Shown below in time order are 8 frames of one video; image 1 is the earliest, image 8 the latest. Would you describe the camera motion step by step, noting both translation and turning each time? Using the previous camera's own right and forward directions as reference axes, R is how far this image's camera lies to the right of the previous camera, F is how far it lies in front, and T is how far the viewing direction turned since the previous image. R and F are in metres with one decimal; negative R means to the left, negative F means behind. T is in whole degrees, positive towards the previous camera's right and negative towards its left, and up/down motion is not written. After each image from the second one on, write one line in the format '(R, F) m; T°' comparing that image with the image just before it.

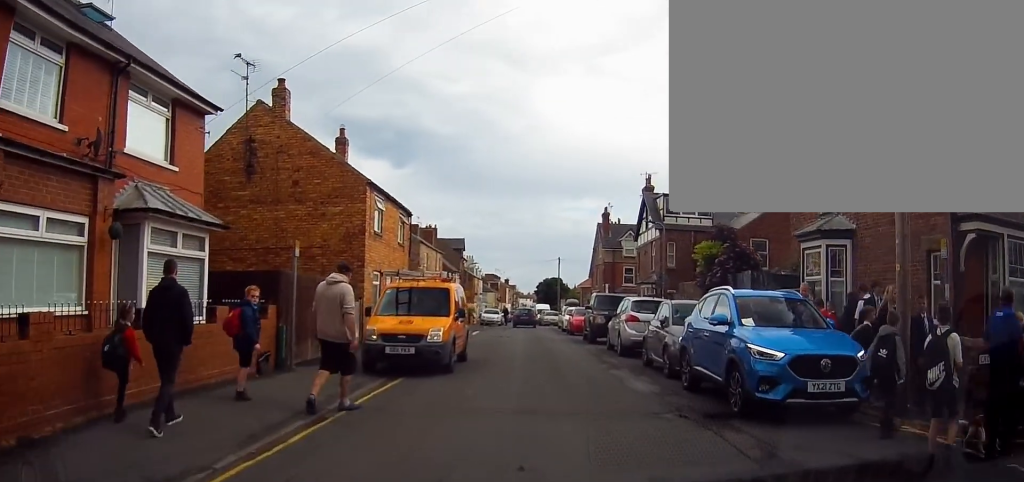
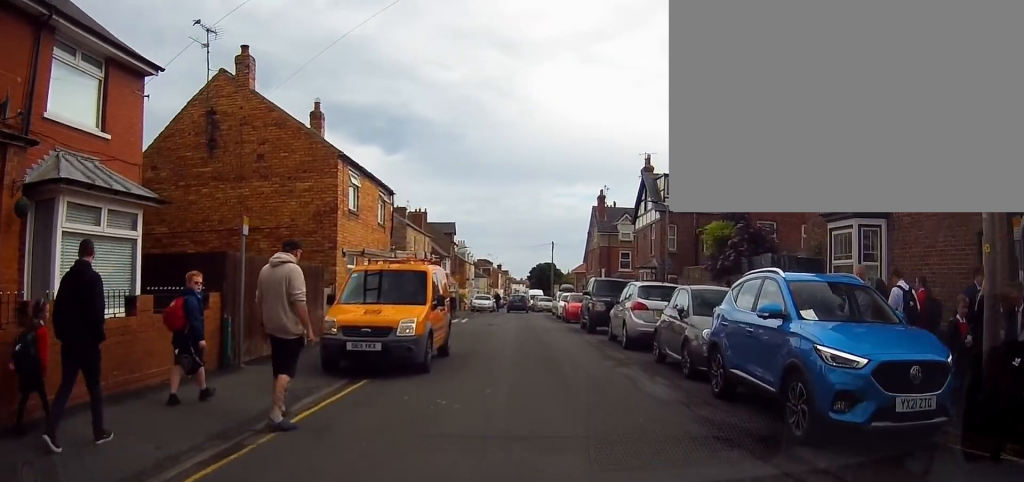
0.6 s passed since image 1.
(-0.3, +1.9) m; -1°
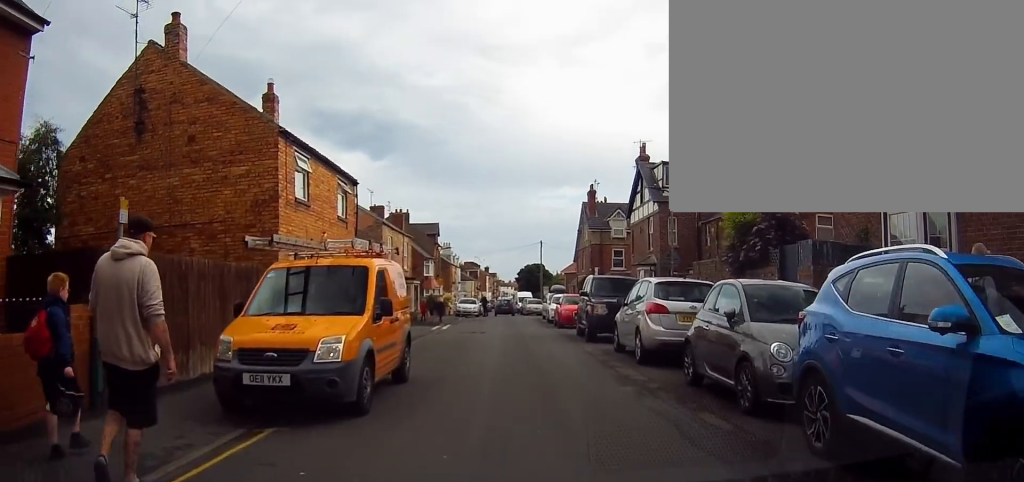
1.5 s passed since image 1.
(+0.1, +3.1) m; +4°
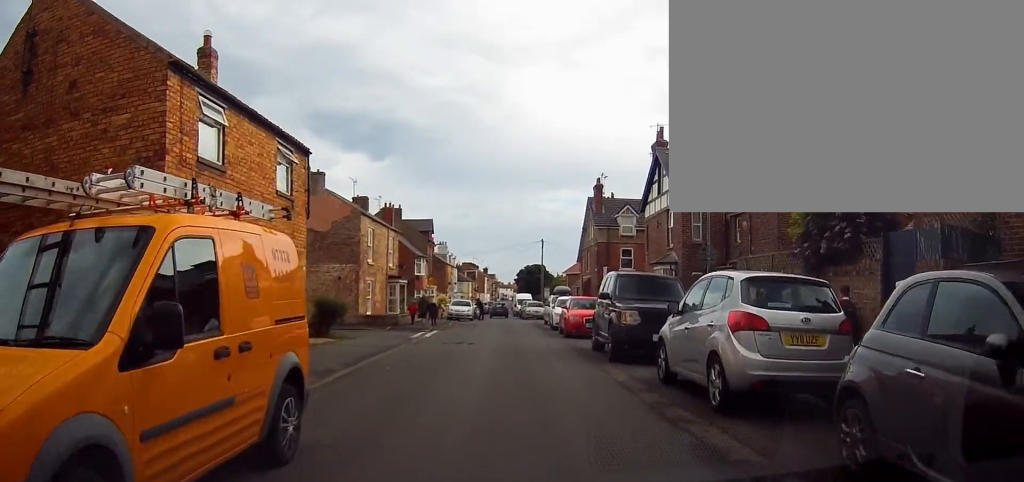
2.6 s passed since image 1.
(+0.2, +4.8) m; -3°
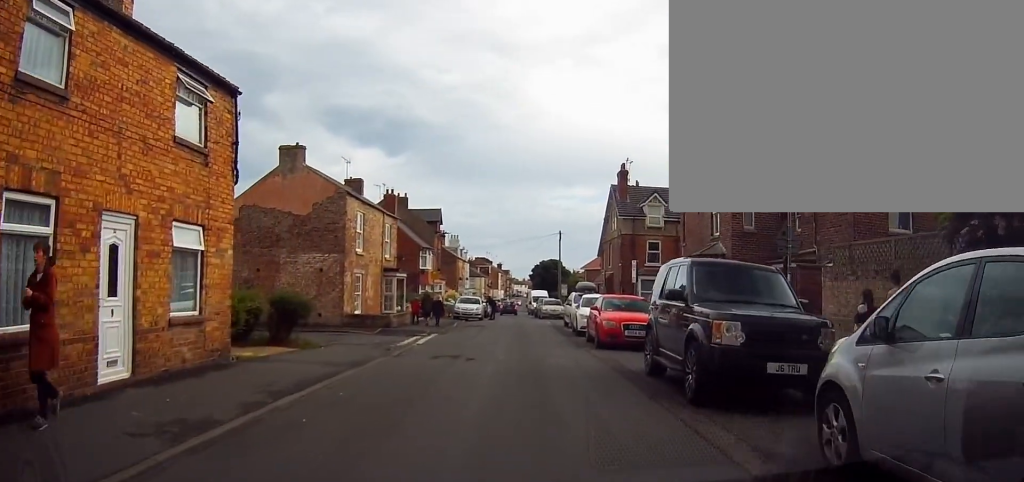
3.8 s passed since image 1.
(-0.6, +5.1) m; -3°
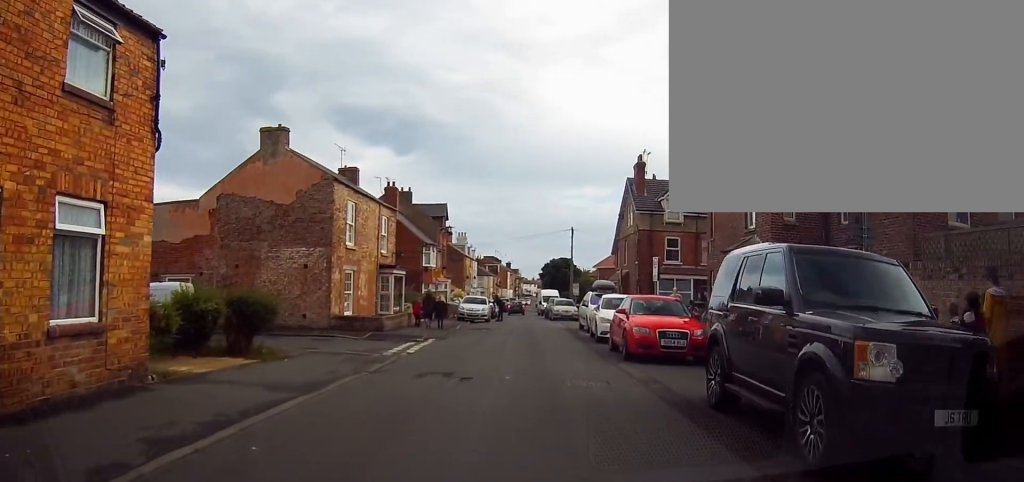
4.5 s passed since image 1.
(+0.3, +3.1) m; 0°
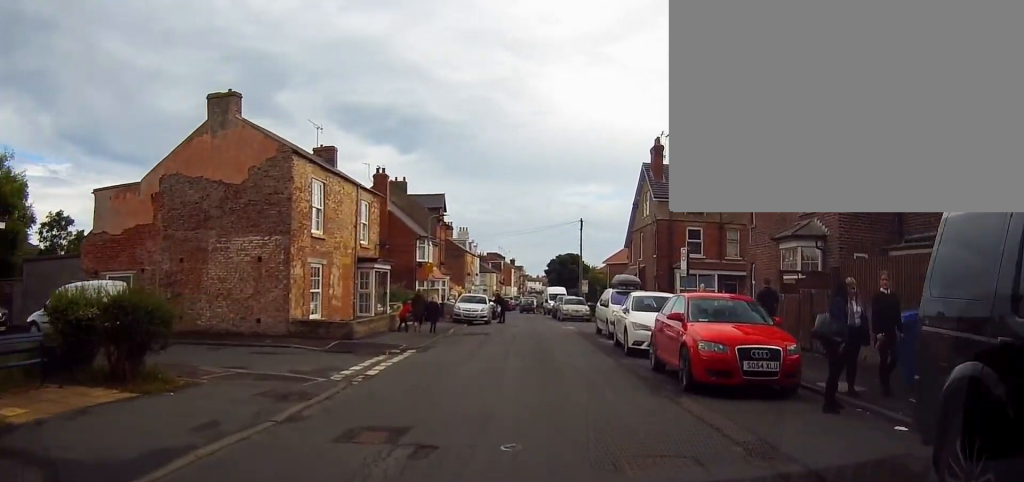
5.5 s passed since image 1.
(-0.1, +4.6) m; 0°
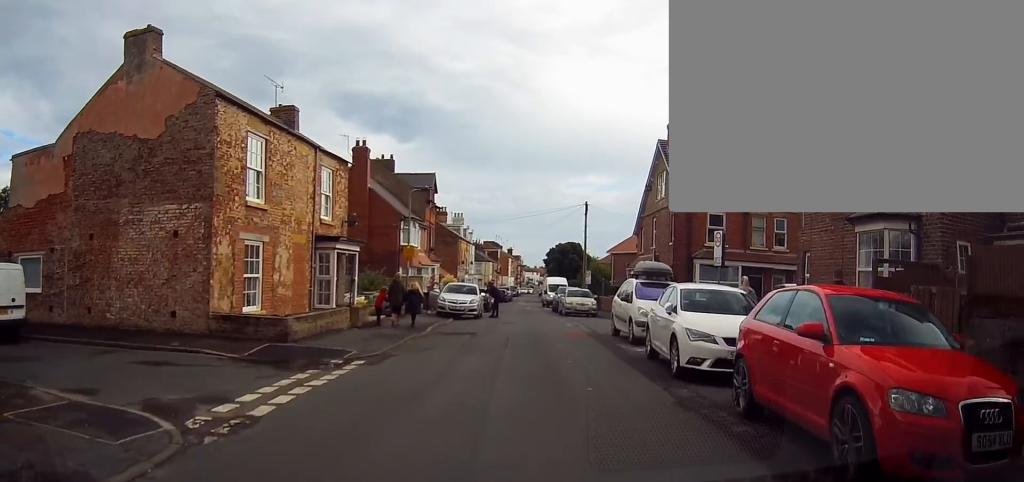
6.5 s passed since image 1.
(+0.1, +4.8) m; +4°
